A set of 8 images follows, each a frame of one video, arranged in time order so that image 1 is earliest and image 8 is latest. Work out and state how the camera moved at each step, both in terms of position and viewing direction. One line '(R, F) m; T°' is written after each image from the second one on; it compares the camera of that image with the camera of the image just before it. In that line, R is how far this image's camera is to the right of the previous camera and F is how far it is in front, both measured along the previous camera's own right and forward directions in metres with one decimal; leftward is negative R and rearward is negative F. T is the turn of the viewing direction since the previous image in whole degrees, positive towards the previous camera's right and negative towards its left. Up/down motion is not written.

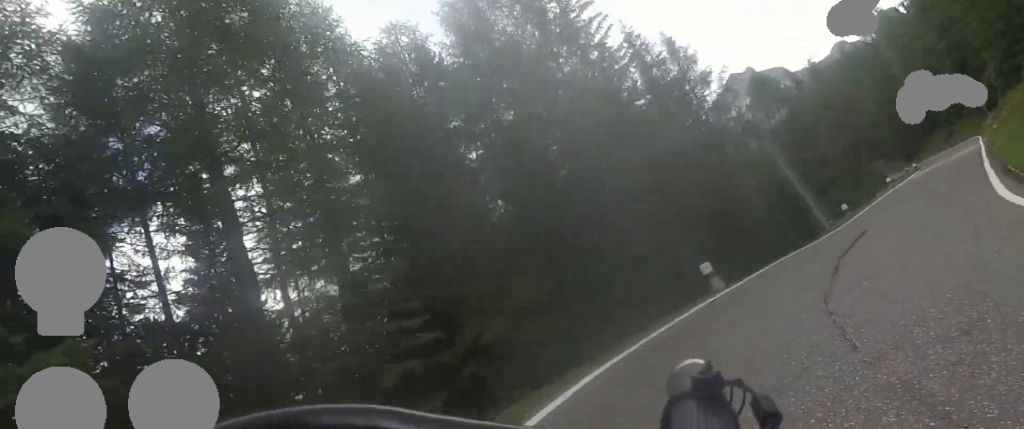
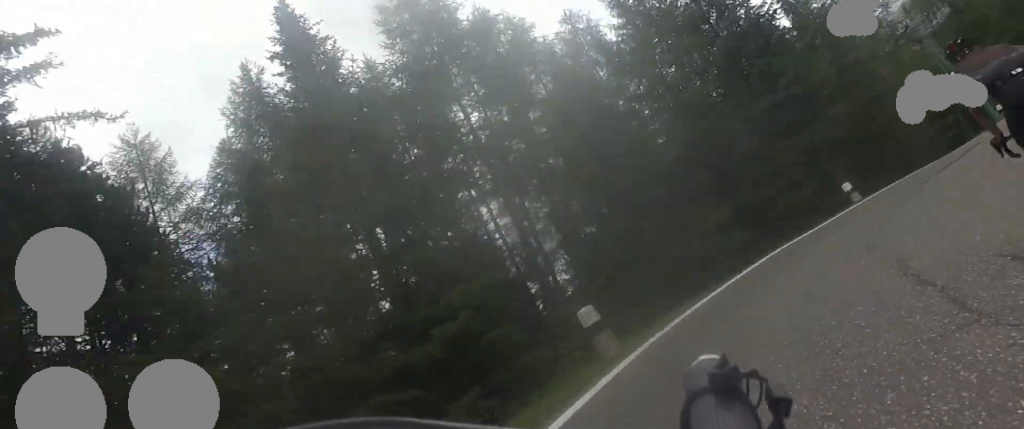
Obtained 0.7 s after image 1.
(-1.4, +7.5) m; -17°
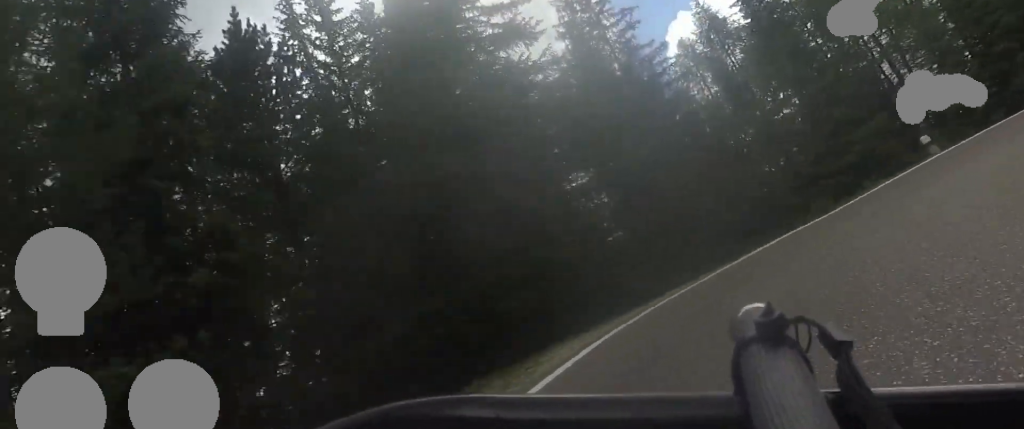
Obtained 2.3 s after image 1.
(-5.8, +17.3) m; -32°
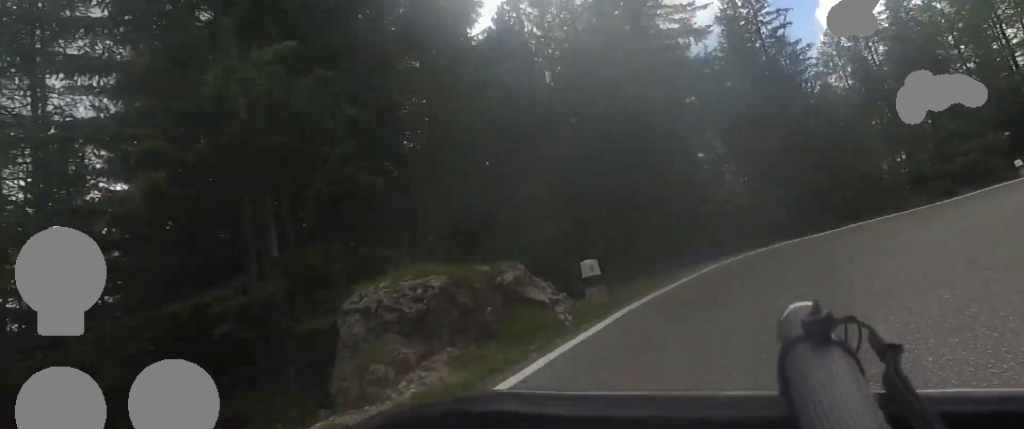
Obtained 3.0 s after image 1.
(-0.9, +7.8) m; -8°
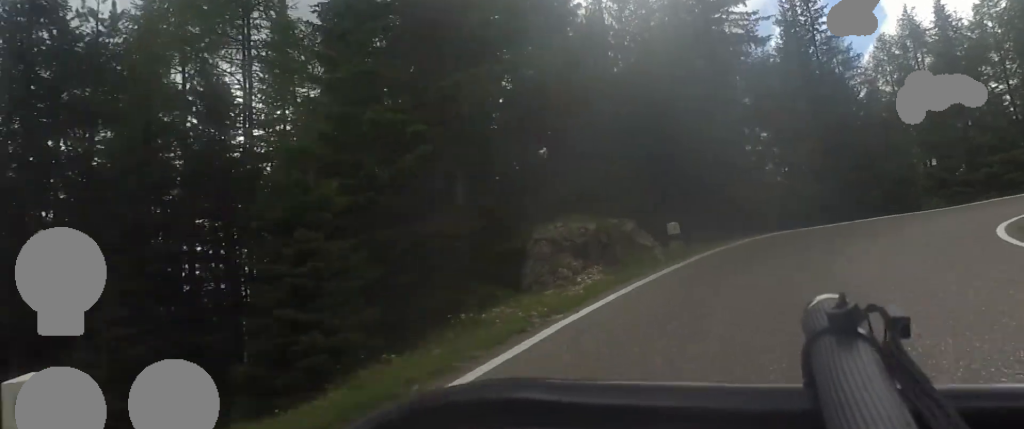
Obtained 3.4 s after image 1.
(-0.2, +5.1) m; -3°
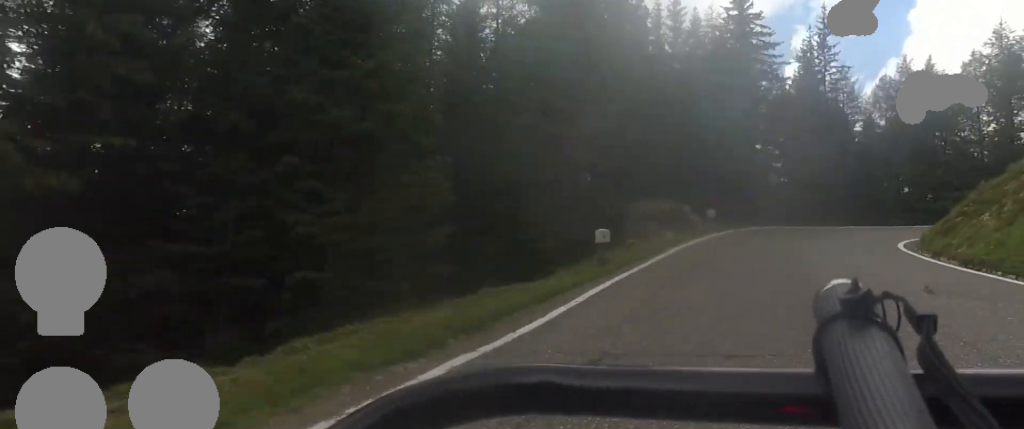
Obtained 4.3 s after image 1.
(-0.7, +9.7) m; 0°
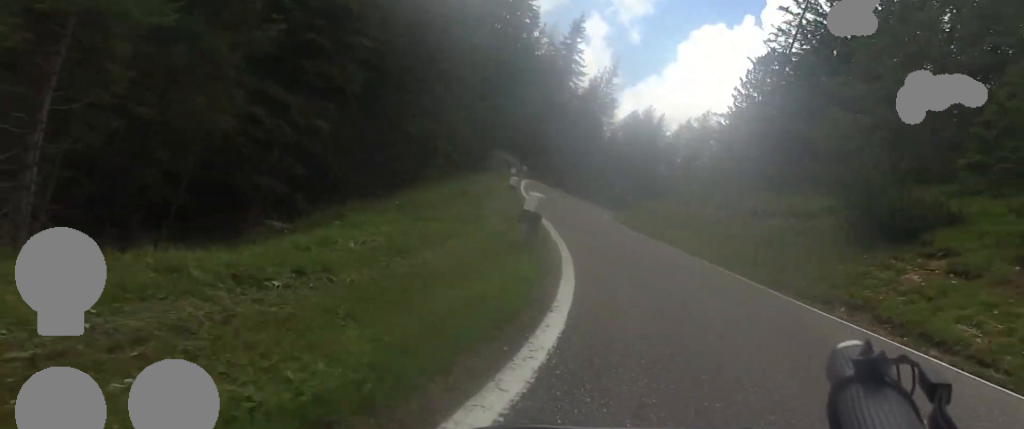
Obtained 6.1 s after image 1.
(+1.8, +19.8) m; +23°
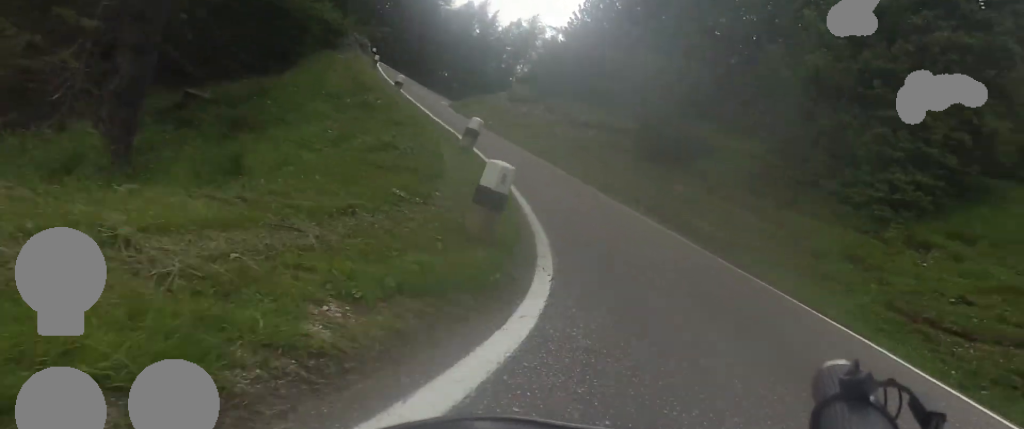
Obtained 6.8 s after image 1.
(+1.6, +5.8) m; +16°
